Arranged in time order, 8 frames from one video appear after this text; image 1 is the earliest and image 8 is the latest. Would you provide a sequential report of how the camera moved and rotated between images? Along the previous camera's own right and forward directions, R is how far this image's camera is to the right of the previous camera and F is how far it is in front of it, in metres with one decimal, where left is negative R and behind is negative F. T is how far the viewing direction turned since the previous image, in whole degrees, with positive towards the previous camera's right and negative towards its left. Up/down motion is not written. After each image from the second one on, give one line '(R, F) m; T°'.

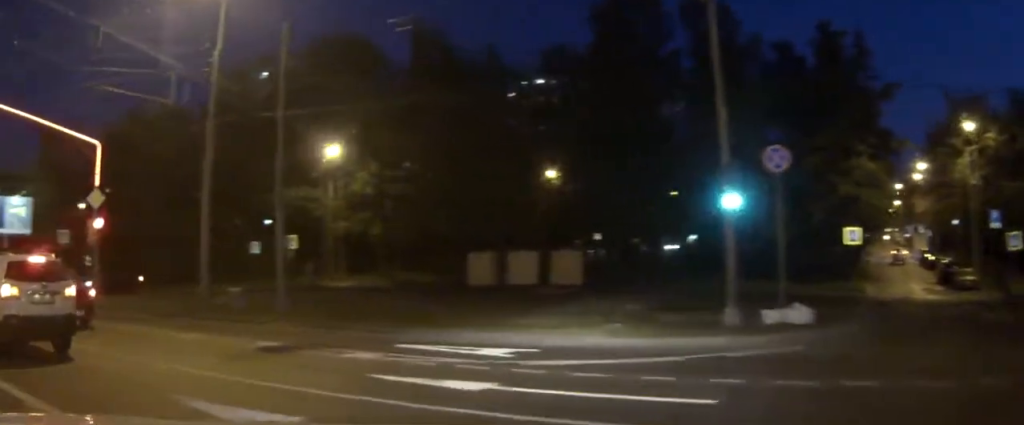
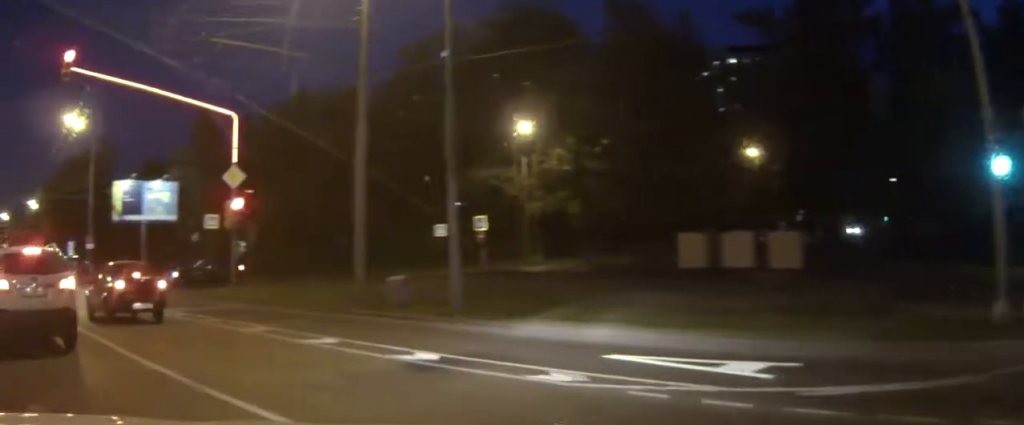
(-0.4, +4.9) m; -12°
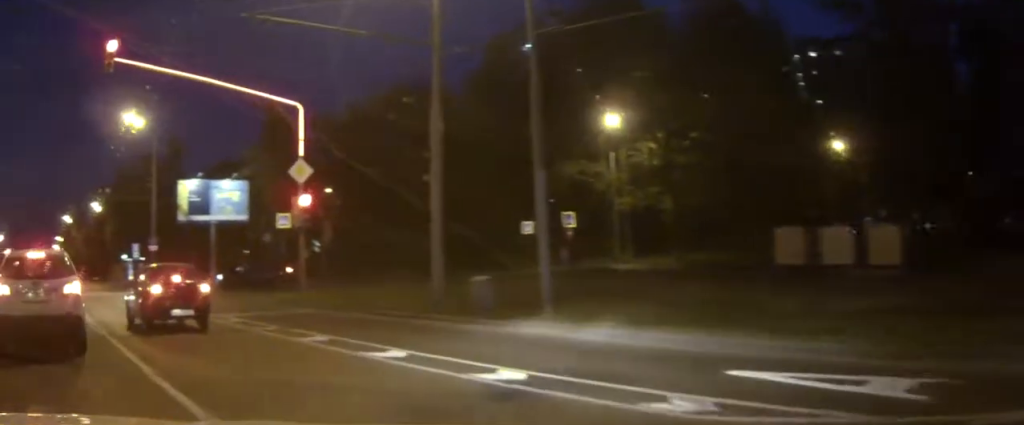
(-0.1, +2.3) m; -7°
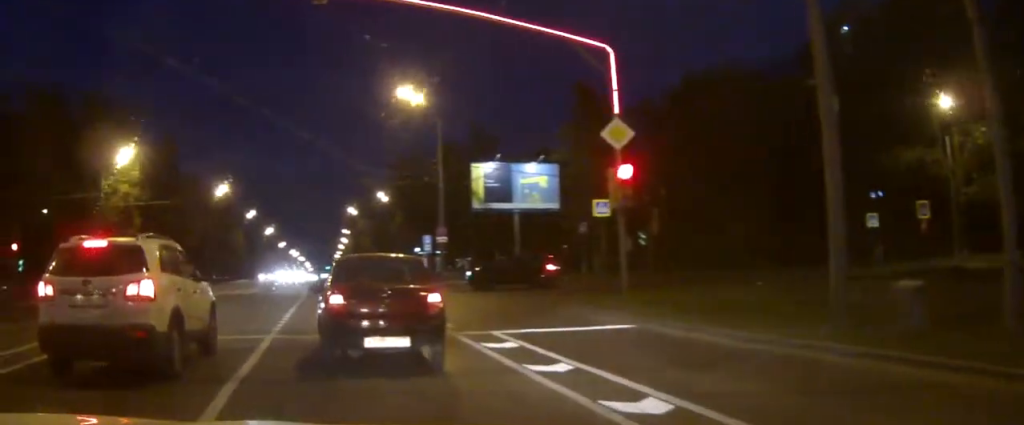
(-2.0, +7.7) m; -27°
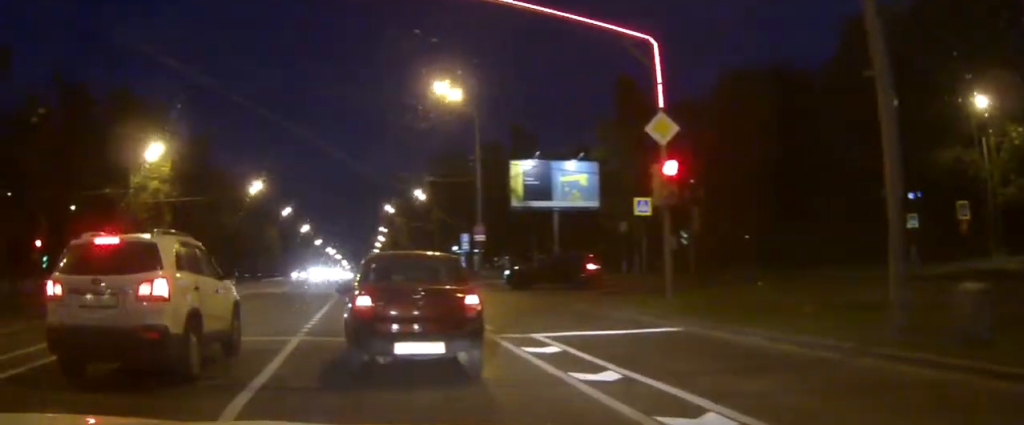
(0.0, +1.0) m; -3°
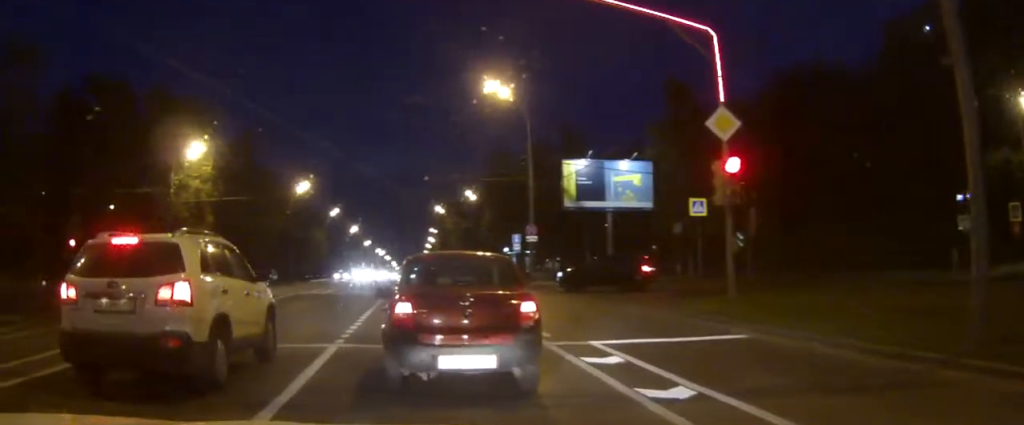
(0.0, +1.4) m; -1°
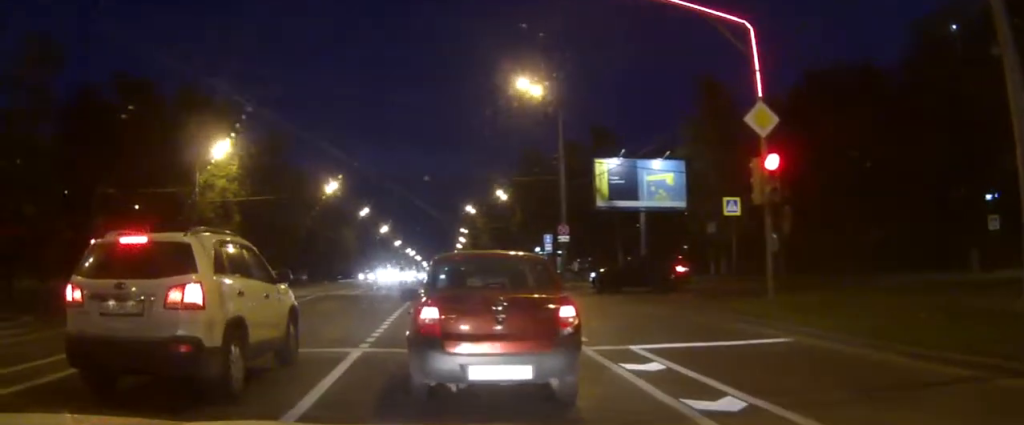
(0.0, +1.0) m; 0°
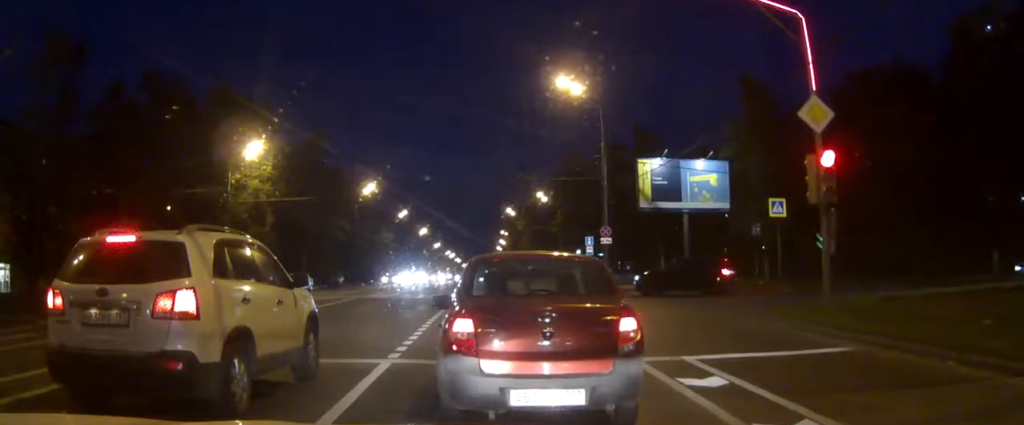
(0.0, +1.8) m; 0°
